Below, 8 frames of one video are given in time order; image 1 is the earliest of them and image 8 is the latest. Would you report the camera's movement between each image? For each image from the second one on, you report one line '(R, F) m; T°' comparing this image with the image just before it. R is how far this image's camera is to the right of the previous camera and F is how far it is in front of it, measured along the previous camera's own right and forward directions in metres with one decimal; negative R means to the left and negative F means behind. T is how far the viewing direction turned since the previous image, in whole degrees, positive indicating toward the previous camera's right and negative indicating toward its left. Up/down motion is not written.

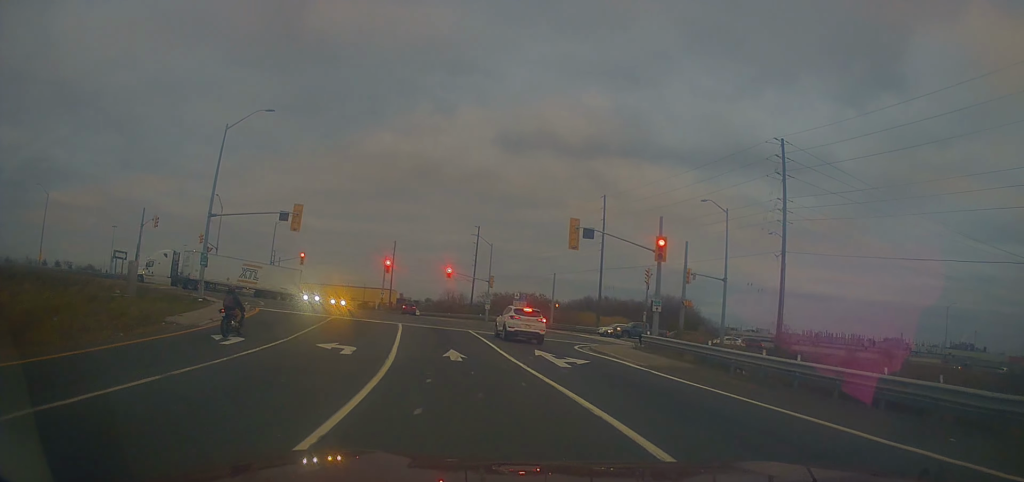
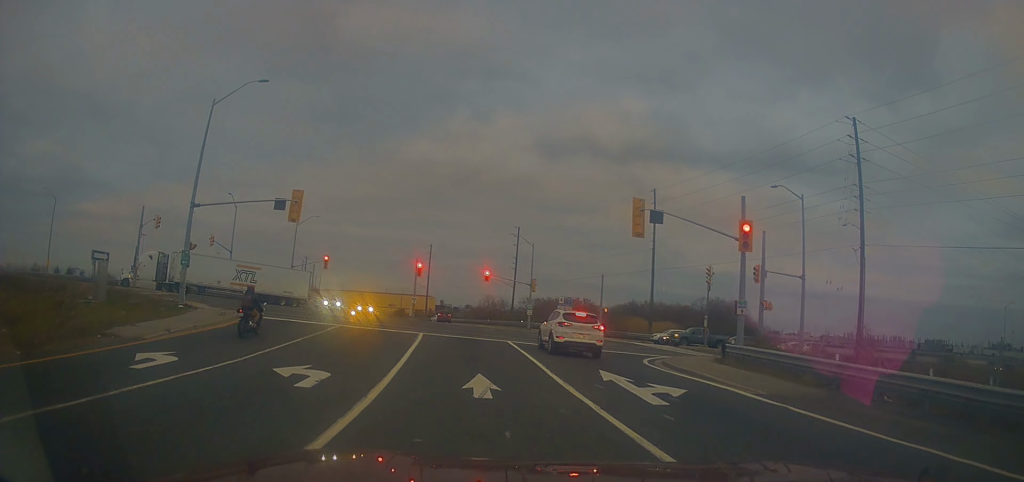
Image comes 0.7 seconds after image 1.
(-0.3, +5.9) m; -4°
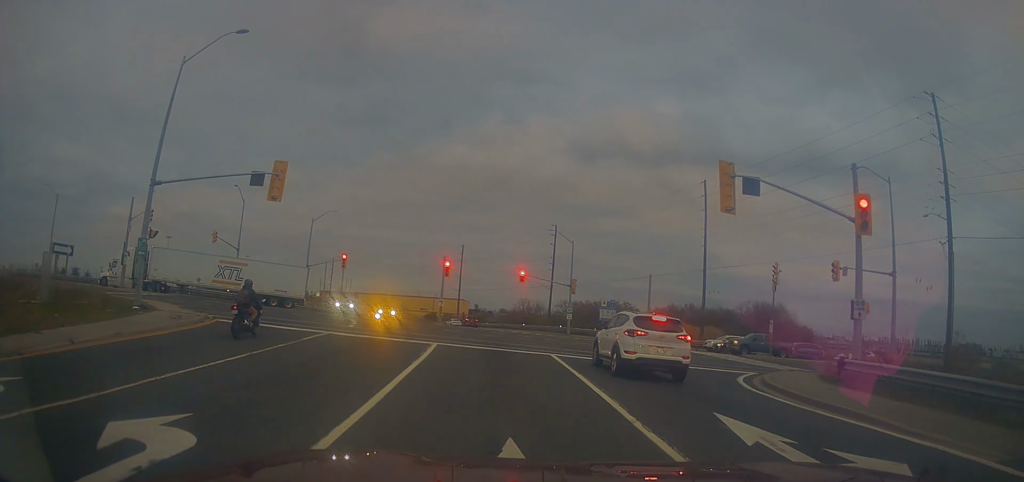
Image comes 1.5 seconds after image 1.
(-0.3, +6.2) m; -2°
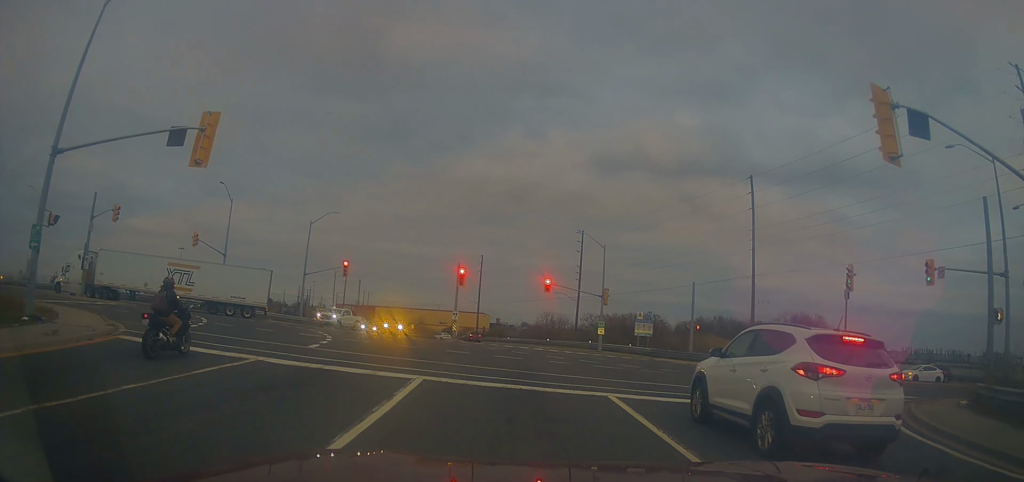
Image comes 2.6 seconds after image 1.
(0.0, +7.2) m; +2°
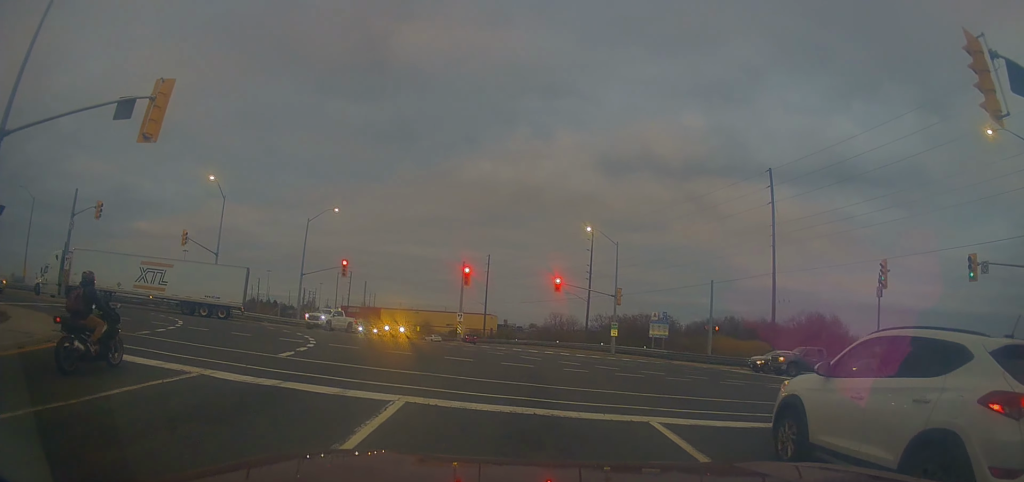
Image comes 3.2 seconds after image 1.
(-0.1, +3.0) m; +3°
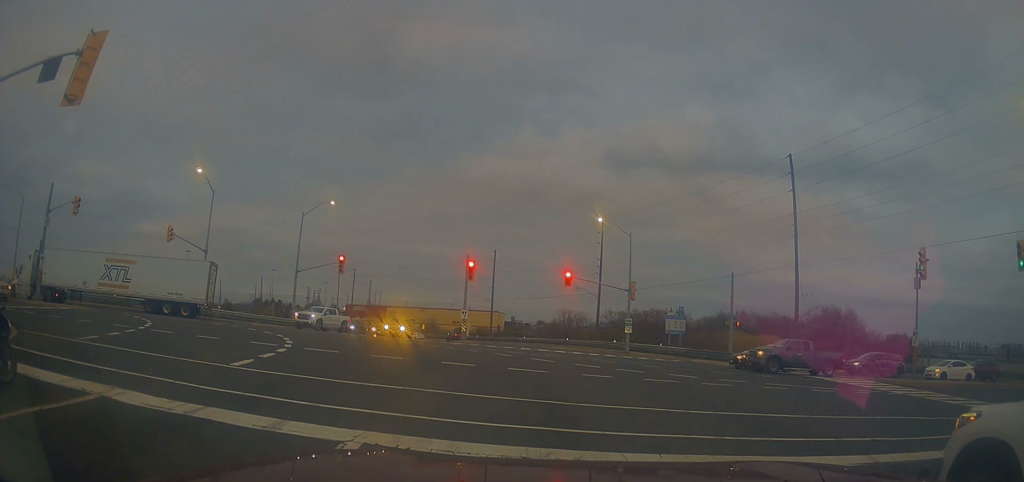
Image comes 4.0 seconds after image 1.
(+0.3, +2.7) m; +2°
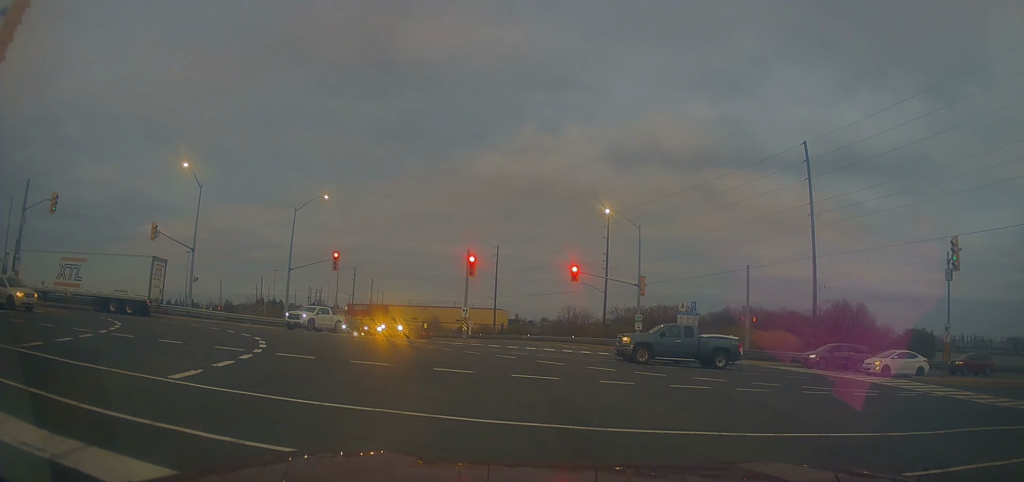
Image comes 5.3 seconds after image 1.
(-0.2, +2.3) m; +1°
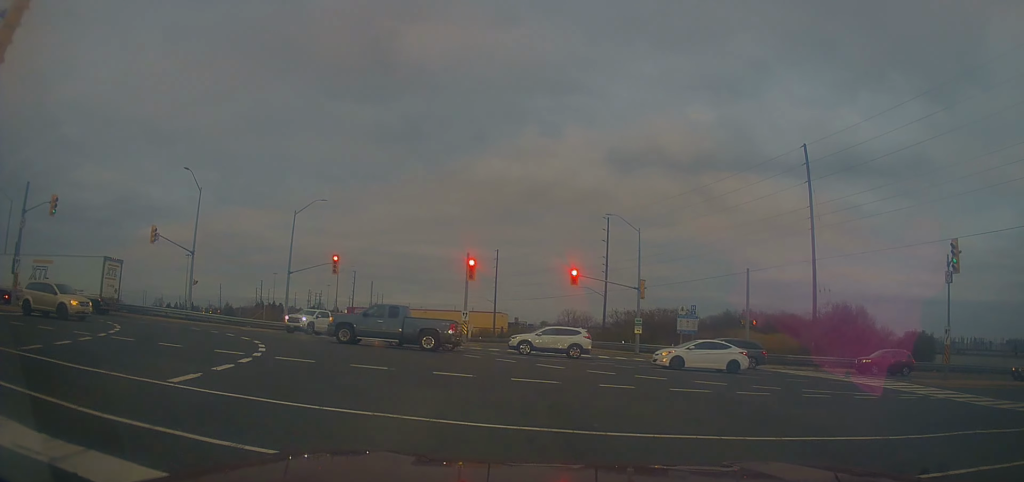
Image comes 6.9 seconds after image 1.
(-0.1, -0.1) m; 0°
